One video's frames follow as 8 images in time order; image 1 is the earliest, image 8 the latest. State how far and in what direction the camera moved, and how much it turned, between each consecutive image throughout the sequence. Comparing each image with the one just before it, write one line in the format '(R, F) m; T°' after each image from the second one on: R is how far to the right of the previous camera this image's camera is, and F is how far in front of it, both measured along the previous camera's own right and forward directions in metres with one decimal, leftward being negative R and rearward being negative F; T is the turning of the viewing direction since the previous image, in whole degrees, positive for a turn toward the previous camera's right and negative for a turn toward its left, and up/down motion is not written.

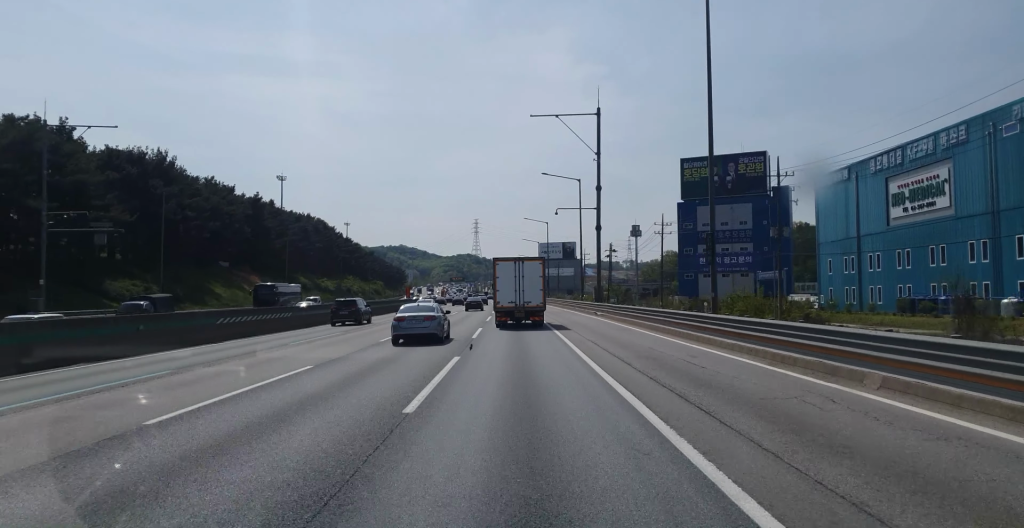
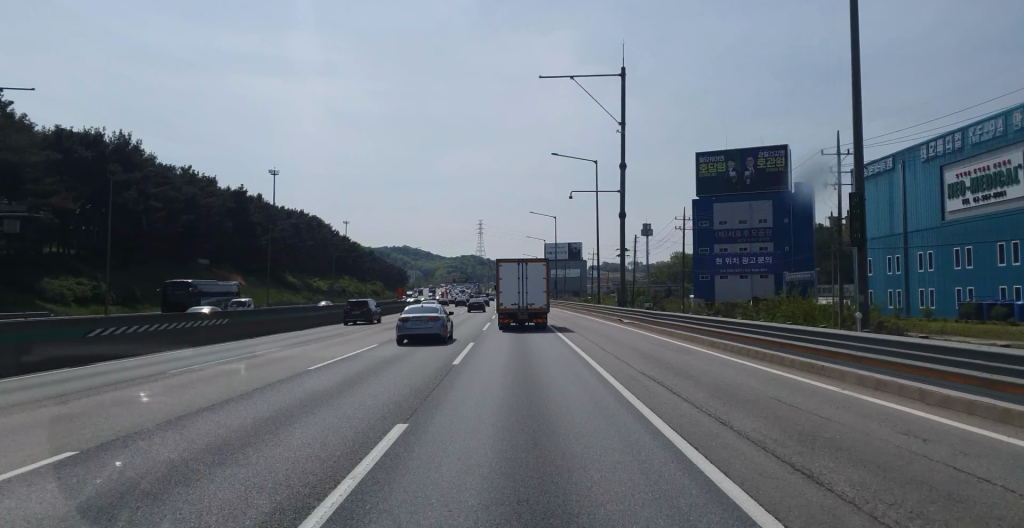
(-0.1, +11.0) m; -1°
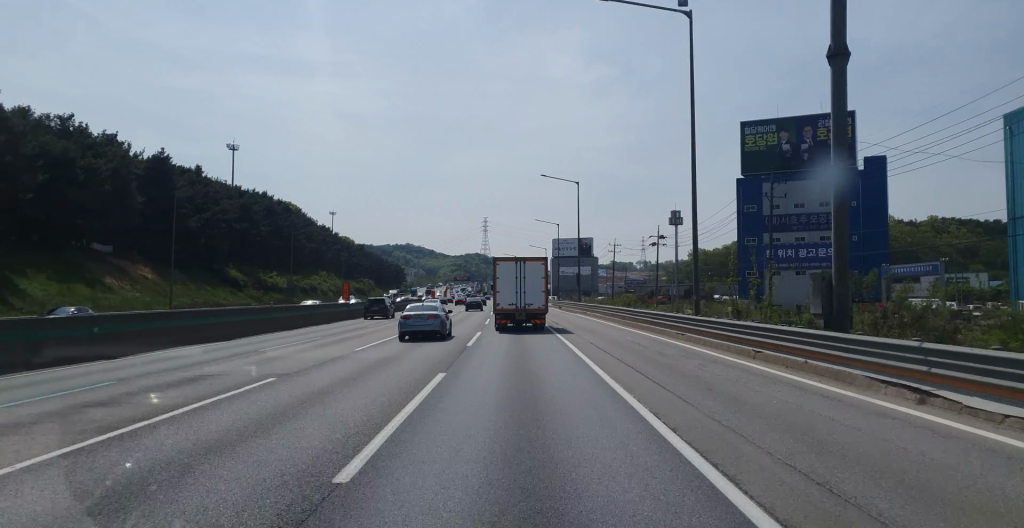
(+0.2, +32.0) m; 0°
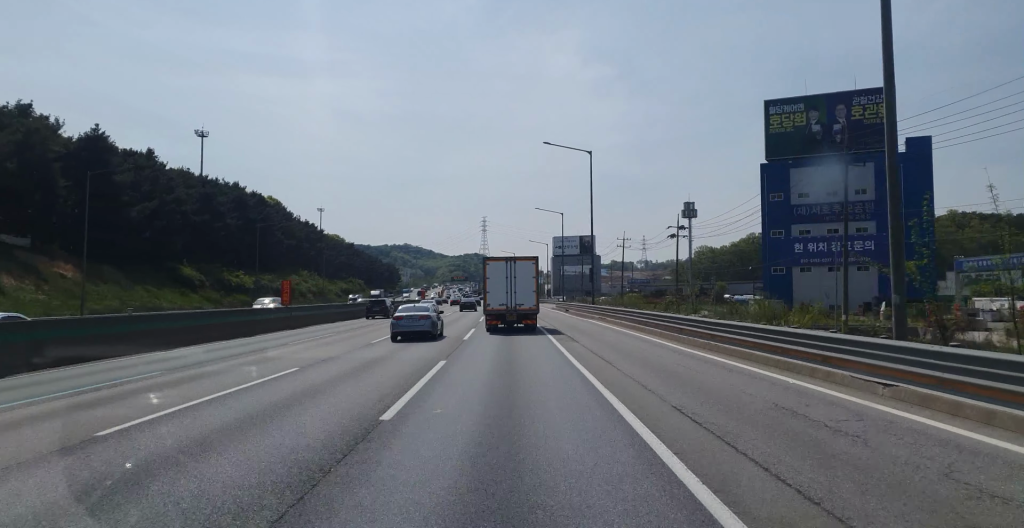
(0.0, +15.6) m; 0°
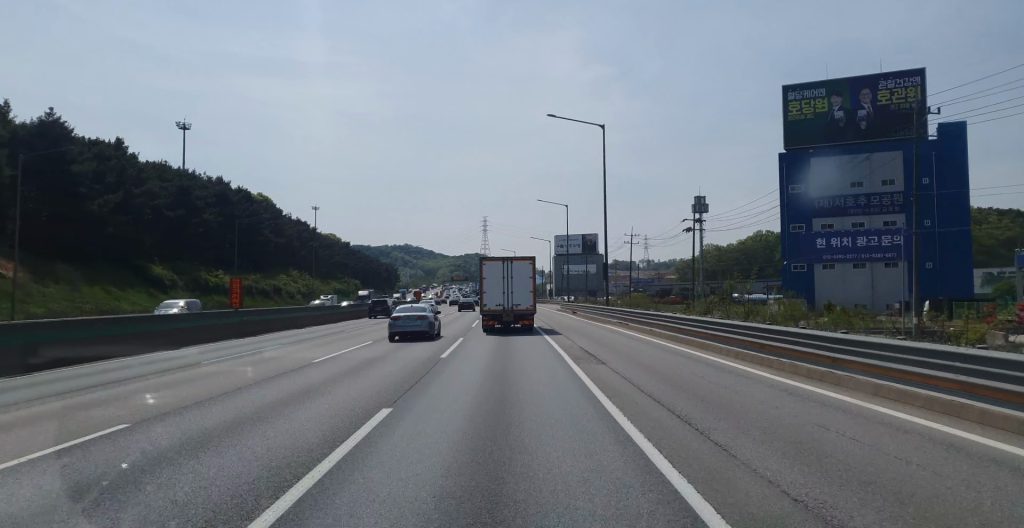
(0.0, +8.8) m; 0°
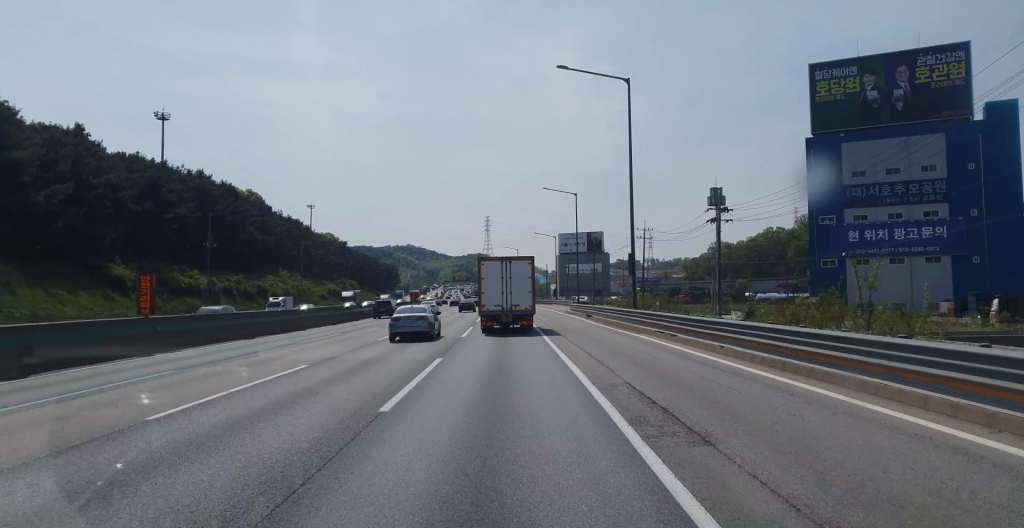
(-0.1, +10.1) m; -1°
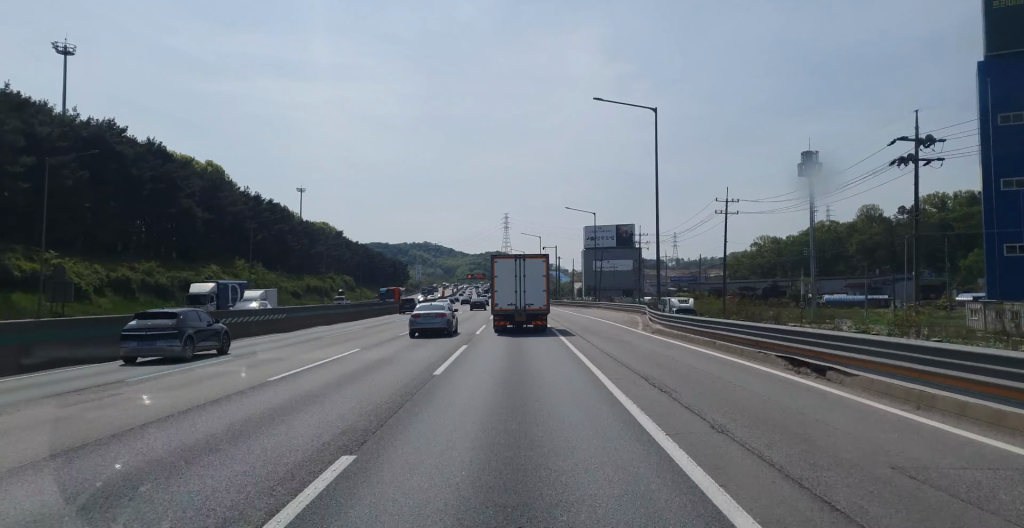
(-0.9, +36.3) m; -1°
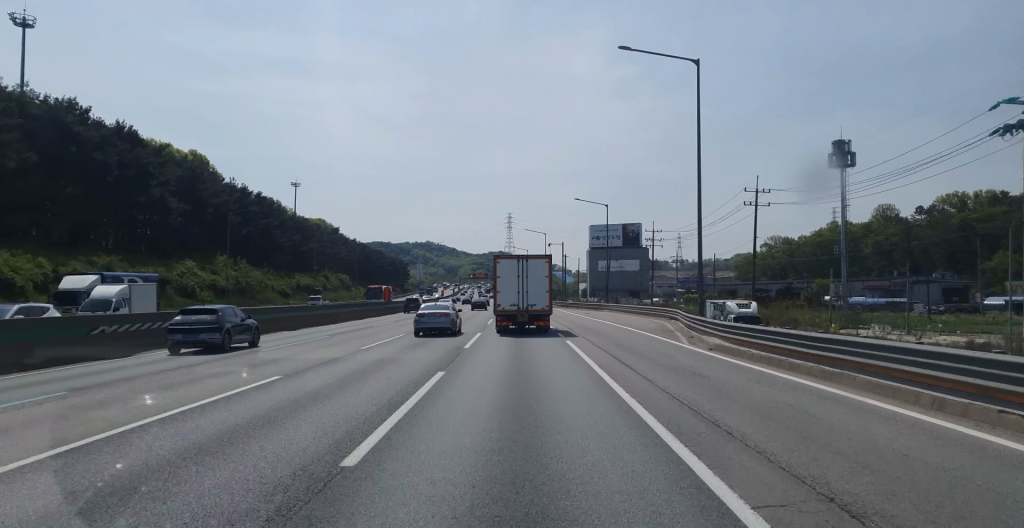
(+0.2, +9.3) m; +1°
